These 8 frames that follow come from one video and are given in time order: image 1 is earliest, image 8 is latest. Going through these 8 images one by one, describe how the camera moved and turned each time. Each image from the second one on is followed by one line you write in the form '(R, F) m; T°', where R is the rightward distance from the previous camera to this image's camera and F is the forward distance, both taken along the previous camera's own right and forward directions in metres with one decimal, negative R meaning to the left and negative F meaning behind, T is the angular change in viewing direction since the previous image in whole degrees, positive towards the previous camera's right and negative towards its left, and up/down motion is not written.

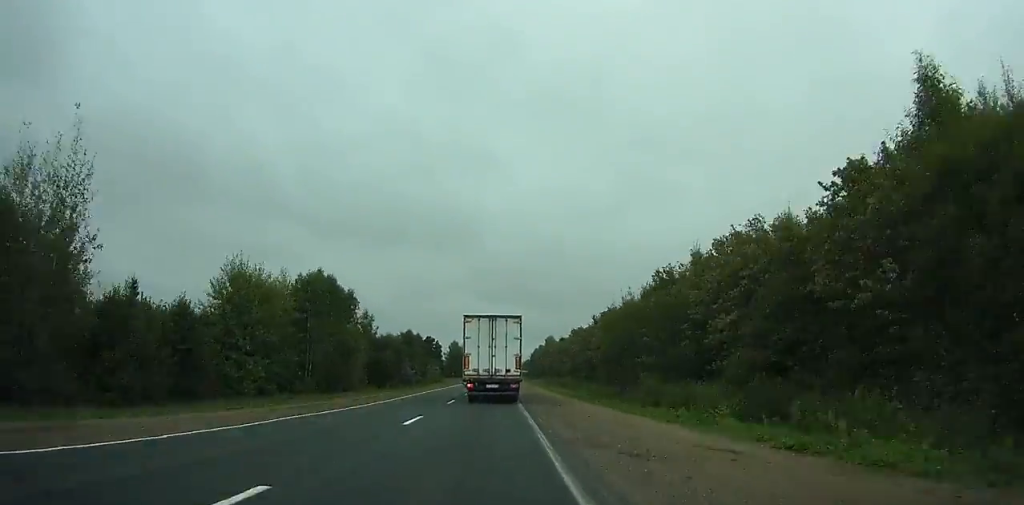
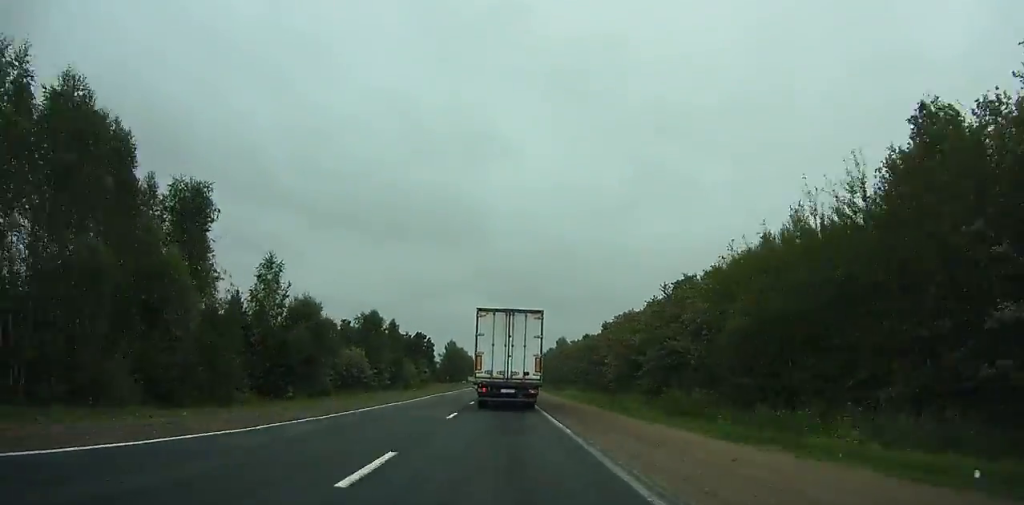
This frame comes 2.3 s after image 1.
(-0.1, +38.1) m; -1°
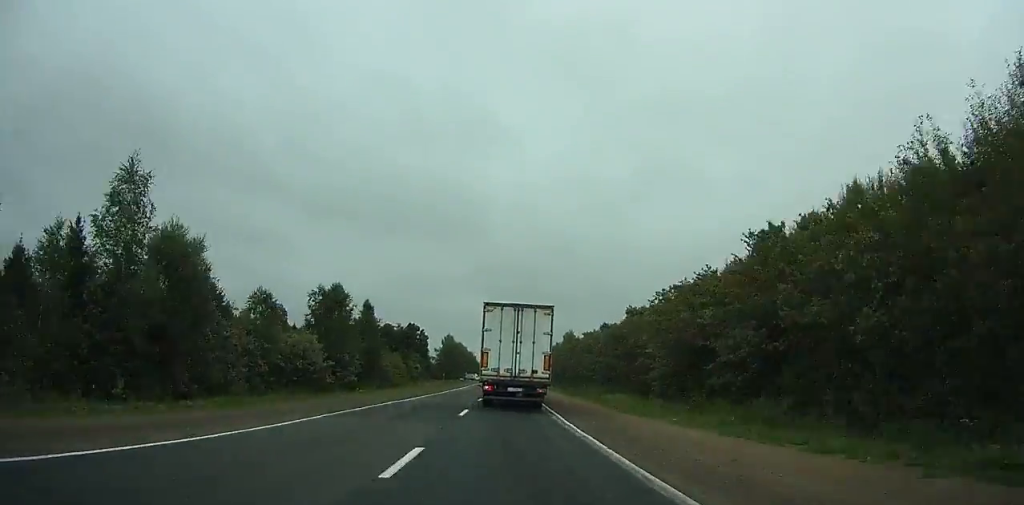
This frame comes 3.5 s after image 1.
(-0.5, +19.7) m; -1°
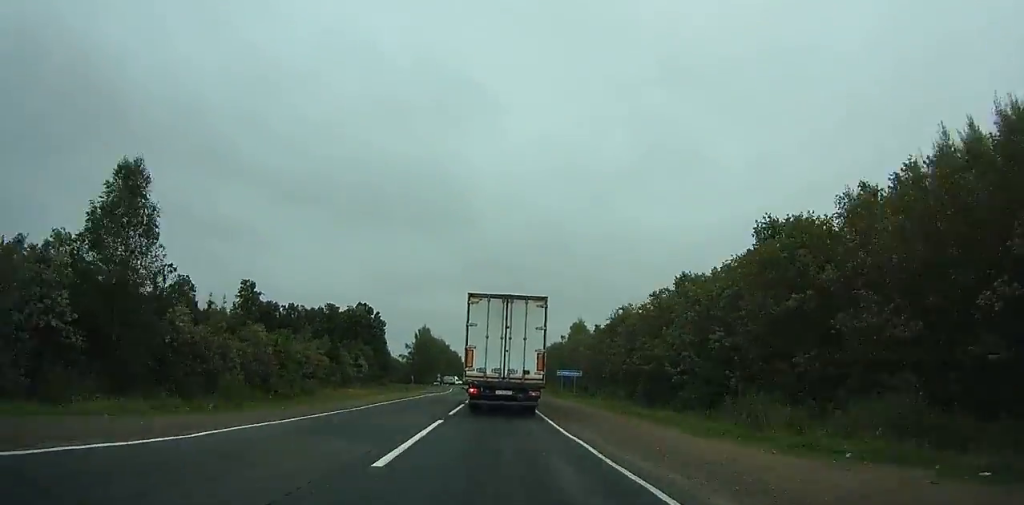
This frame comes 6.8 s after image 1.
(0.0, +53.8) m; 0°
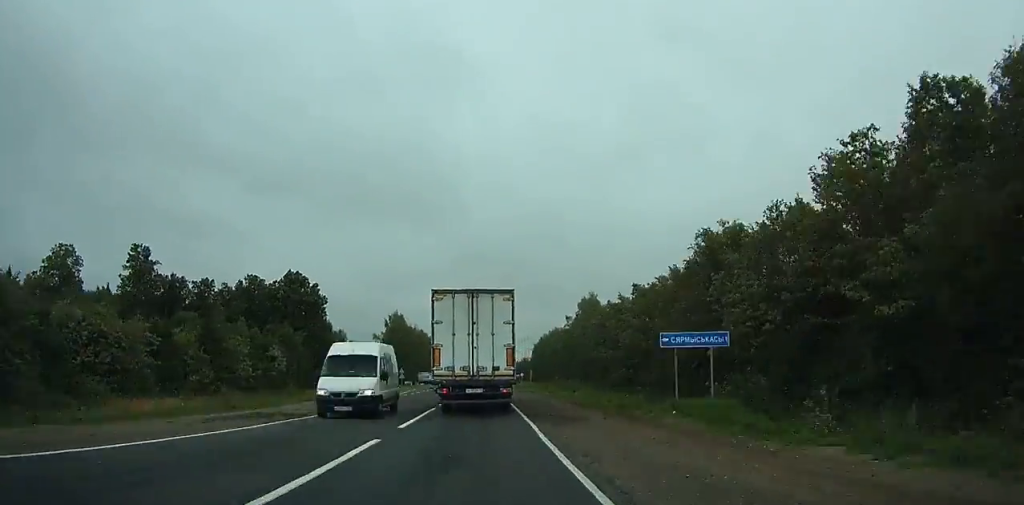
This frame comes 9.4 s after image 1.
(+0.2, +42.2) m; 0°
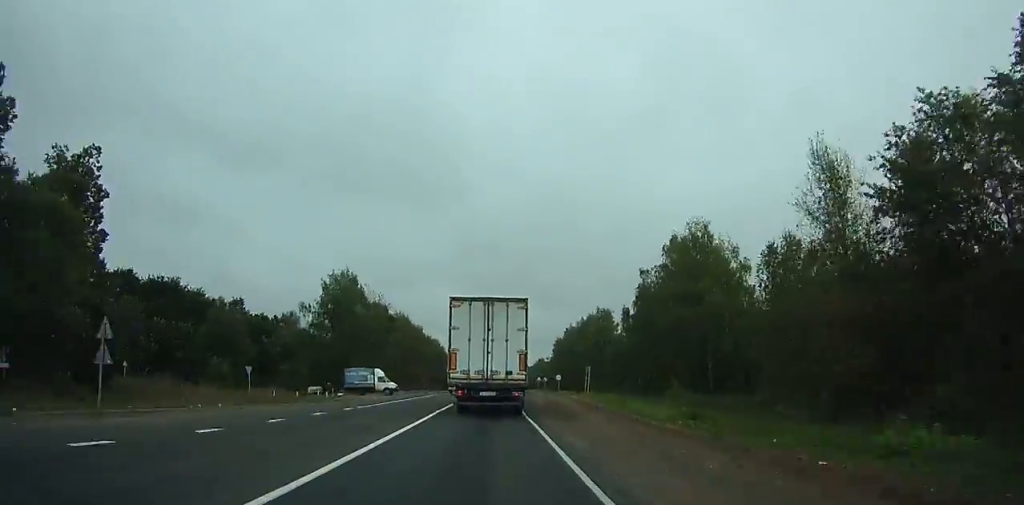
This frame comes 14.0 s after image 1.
(-0.4, +75.8) m; 0°
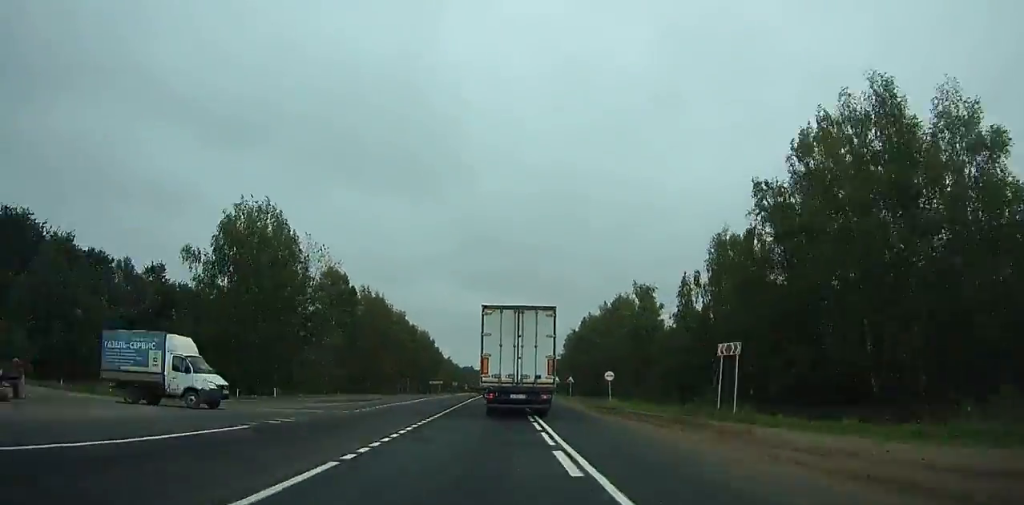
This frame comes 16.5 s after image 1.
(-0.1, +42.5) m; 0°
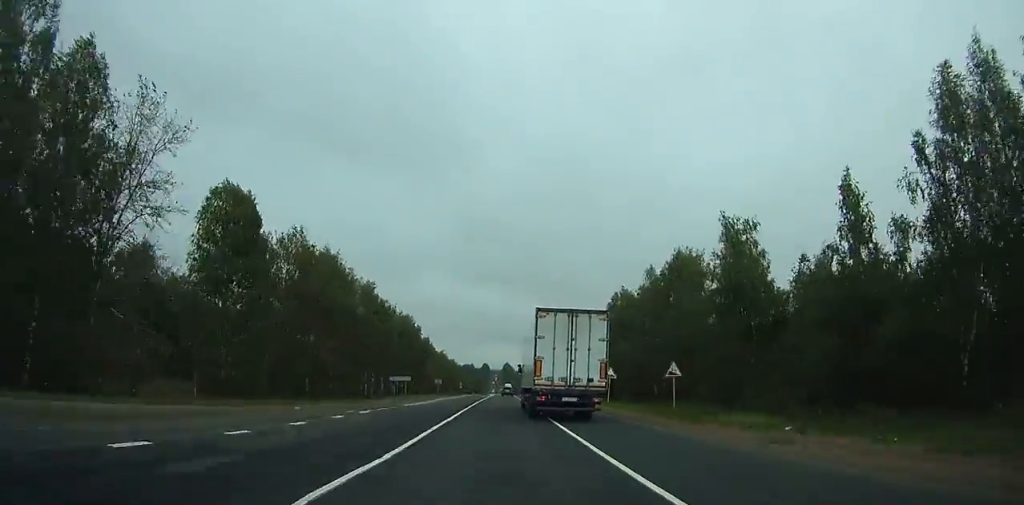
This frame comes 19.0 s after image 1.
(+0.4, +43.8) m; 0°
